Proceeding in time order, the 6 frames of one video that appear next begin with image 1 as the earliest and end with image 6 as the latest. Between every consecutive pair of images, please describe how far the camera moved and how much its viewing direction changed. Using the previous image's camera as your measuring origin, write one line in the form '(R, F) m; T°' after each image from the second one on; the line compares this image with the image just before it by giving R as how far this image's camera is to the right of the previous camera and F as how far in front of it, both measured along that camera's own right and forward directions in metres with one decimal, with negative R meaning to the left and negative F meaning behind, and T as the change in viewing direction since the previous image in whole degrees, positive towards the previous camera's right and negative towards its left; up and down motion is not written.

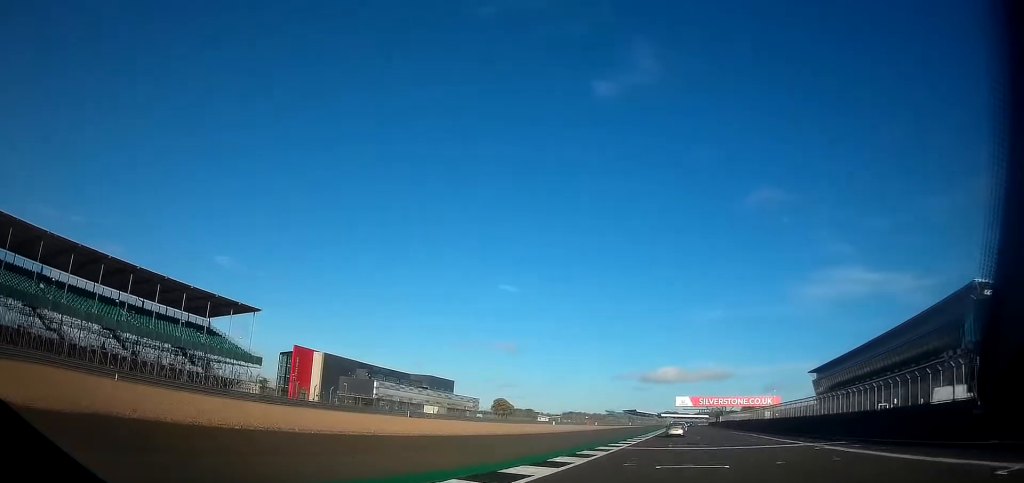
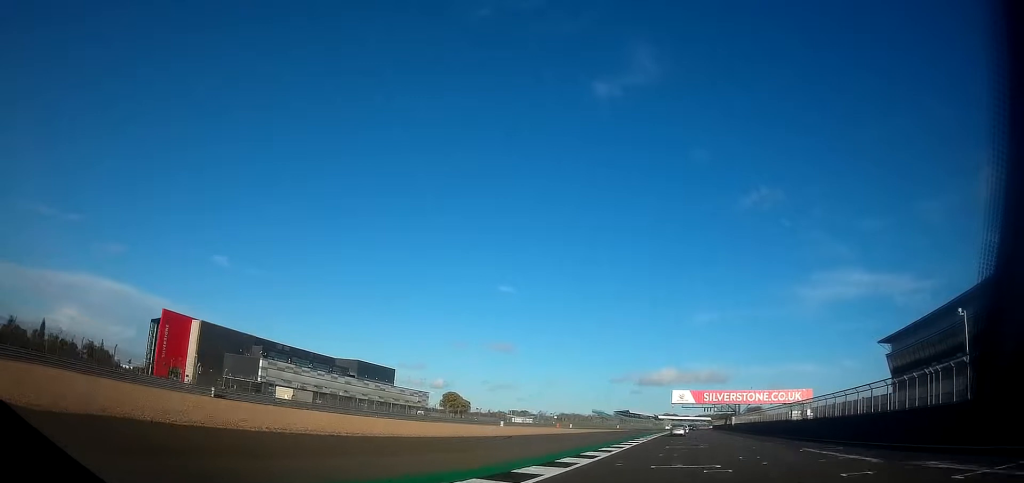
(+0.8, +49.1) m; +1°
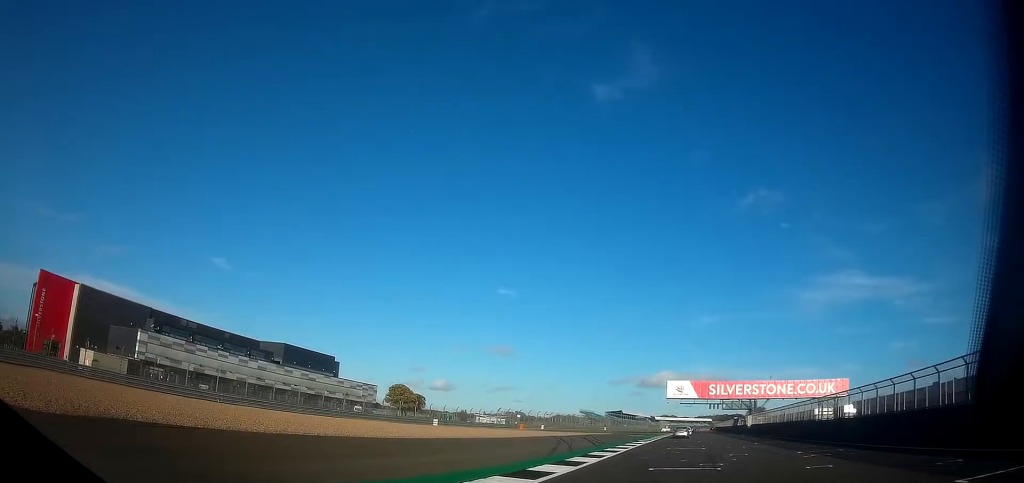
(+0.4, +33.8) m; +1°
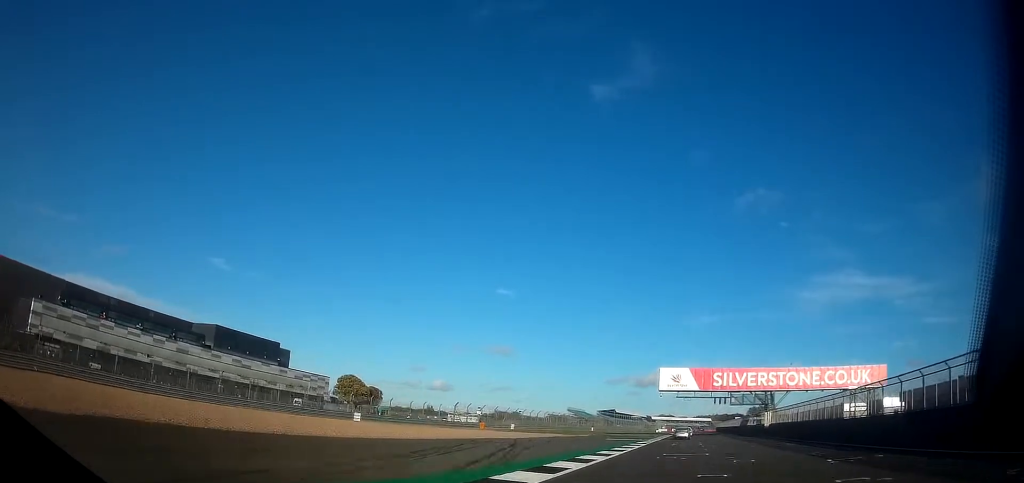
(-0.2, +22.0) m; 0°
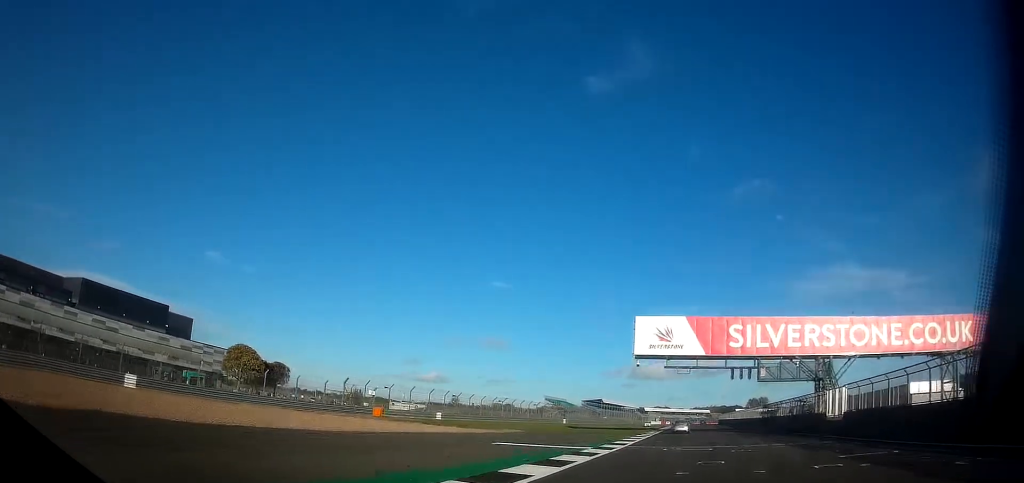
(+0.3, +33.6) m; 0°
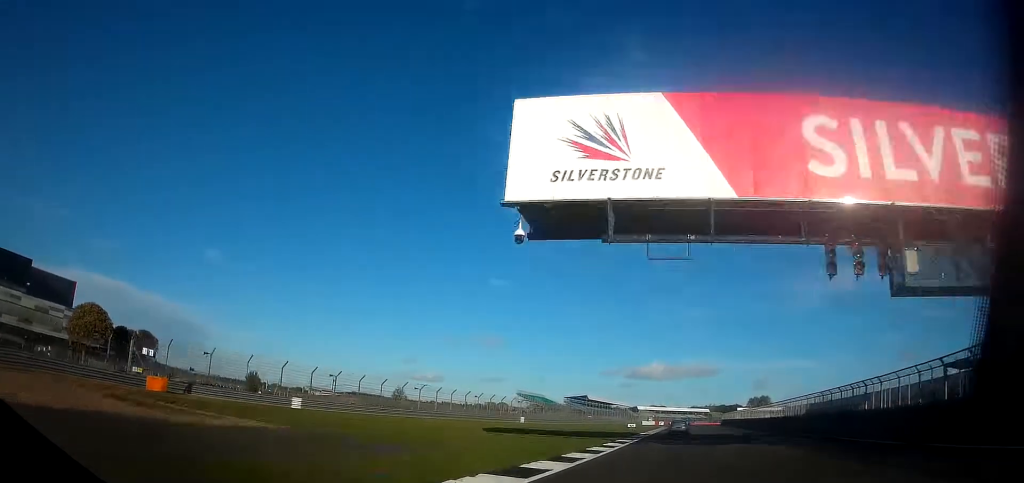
(-0.3, +31.3) m; -1°
